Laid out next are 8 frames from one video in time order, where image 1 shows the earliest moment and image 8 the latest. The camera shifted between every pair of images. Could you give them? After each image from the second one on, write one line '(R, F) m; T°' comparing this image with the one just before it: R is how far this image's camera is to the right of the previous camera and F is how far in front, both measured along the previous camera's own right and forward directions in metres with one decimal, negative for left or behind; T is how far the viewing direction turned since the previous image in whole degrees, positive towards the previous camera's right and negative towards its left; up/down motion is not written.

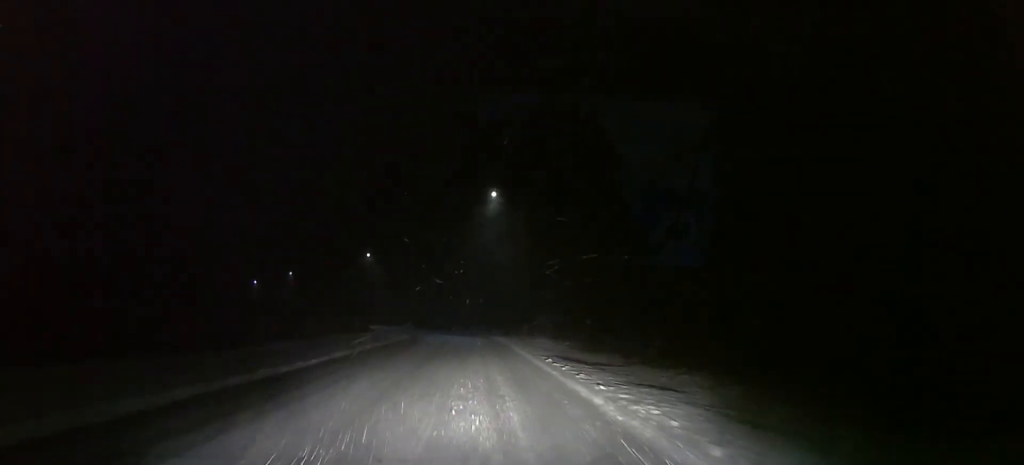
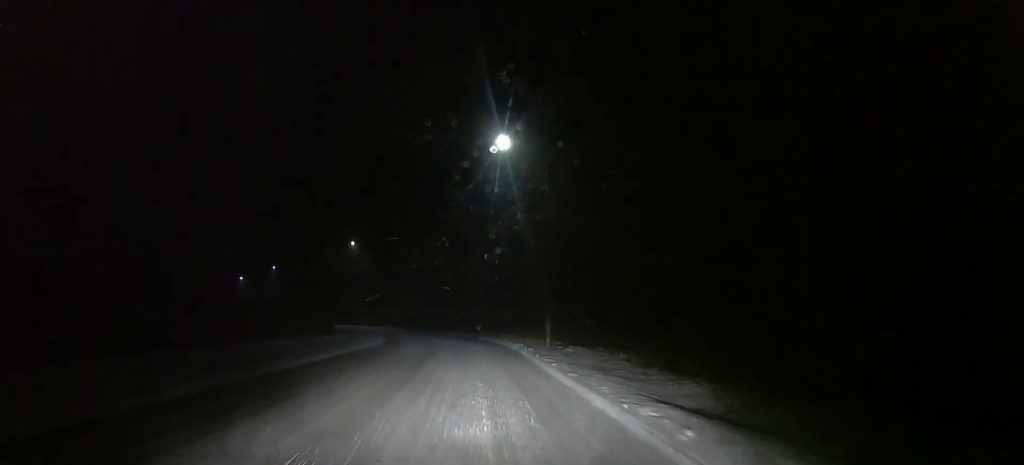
(-0.2, +12.1) m; 0°
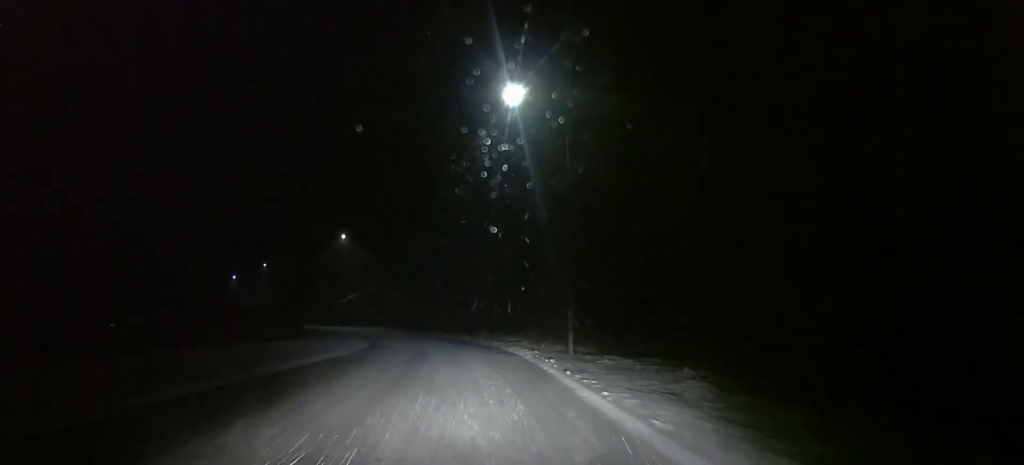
(+0.1, +6.2) m; 0°
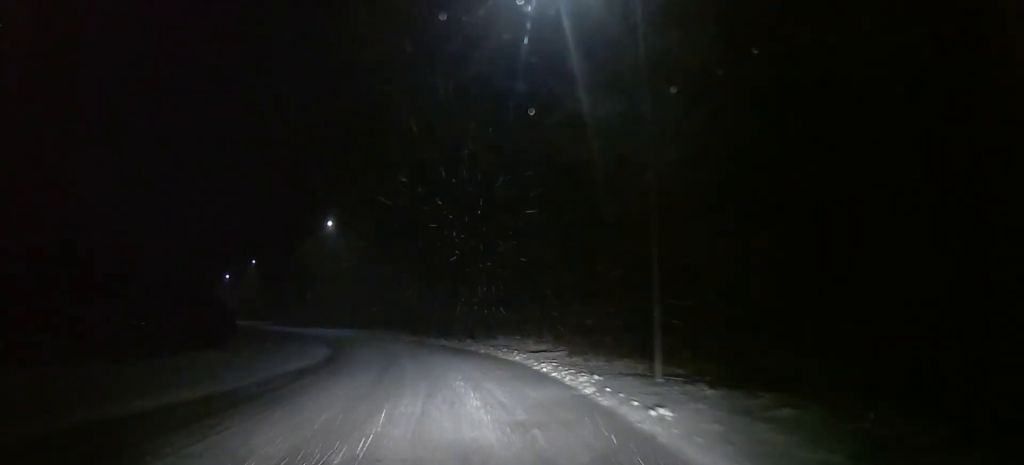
(+0.3, +10.2) m; 0°
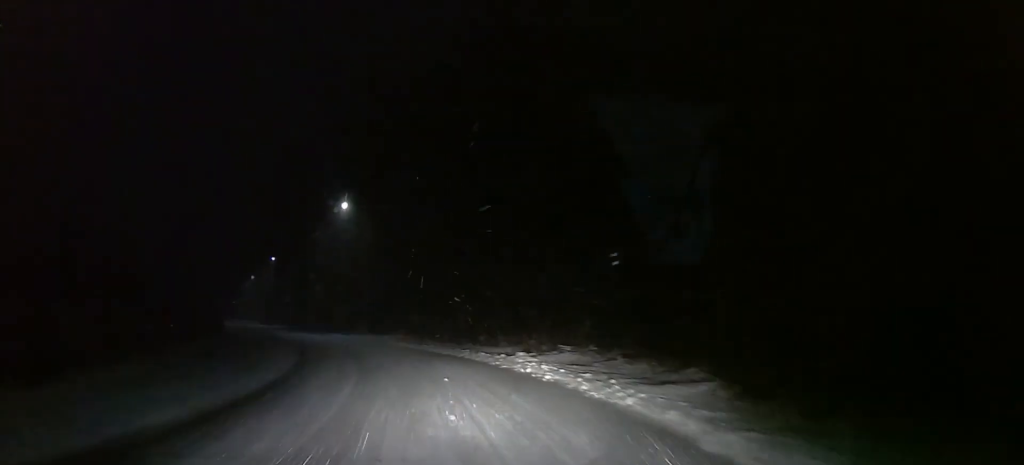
(-0.1, +10.6) m; -1°
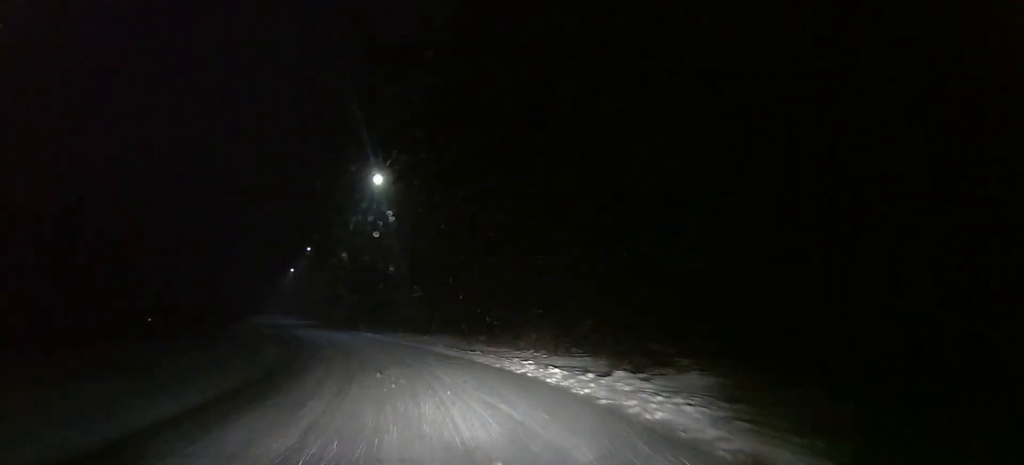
(+0.2, +7.8) m; -5°
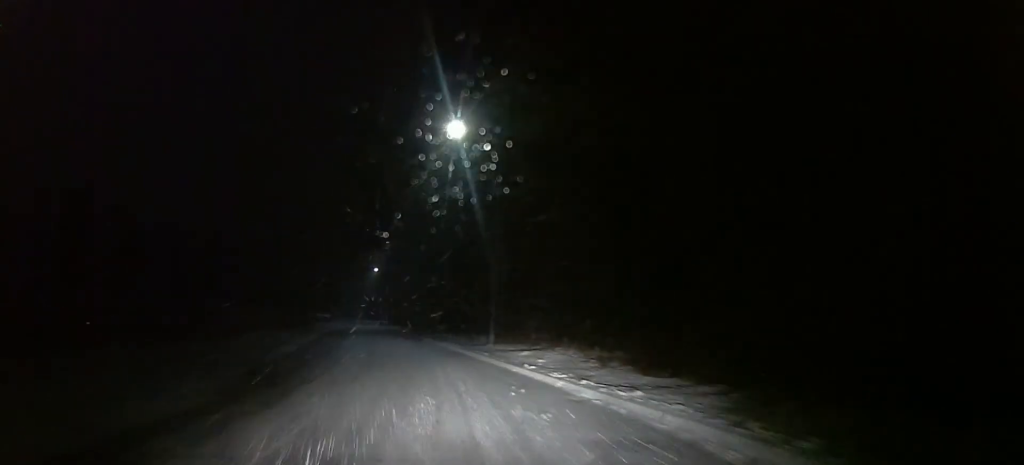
(-1.6, +11.1) m; -12°
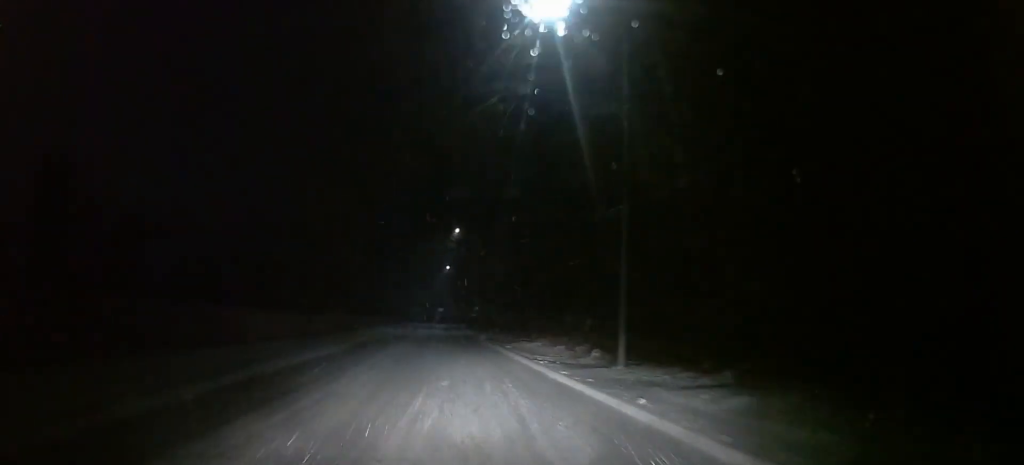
(-0.6, +12.3) m; -5°
